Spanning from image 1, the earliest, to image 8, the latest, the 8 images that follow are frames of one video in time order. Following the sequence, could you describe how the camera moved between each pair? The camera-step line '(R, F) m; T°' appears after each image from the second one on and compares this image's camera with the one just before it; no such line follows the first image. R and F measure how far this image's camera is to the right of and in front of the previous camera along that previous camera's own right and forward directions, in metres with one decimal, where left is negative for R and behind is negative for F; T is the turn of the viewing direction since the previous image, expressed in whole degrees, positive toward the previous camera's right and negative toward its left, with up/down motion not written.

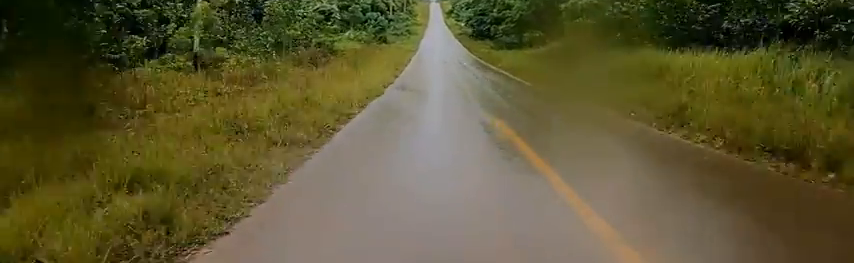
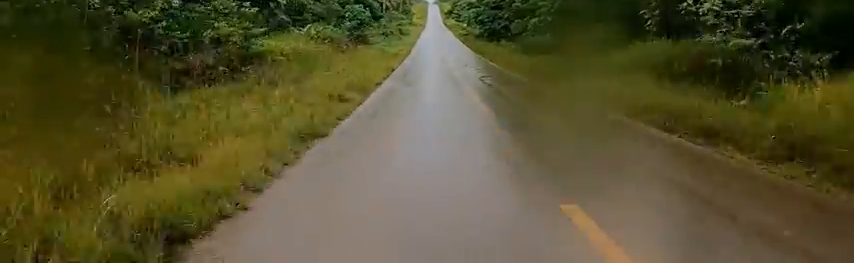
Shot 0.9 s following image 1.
(0.0, +13.2) m; 0°
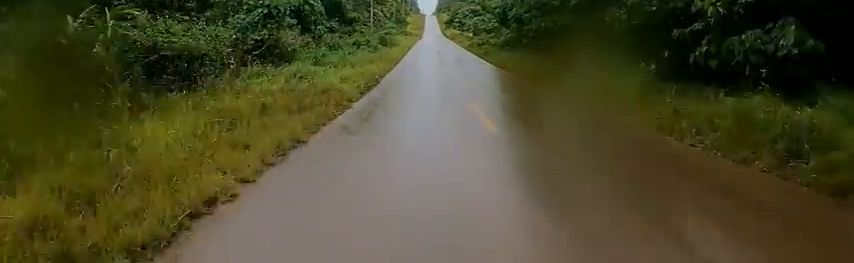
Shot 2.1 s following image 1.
(0.0, +18.1) m; 0°
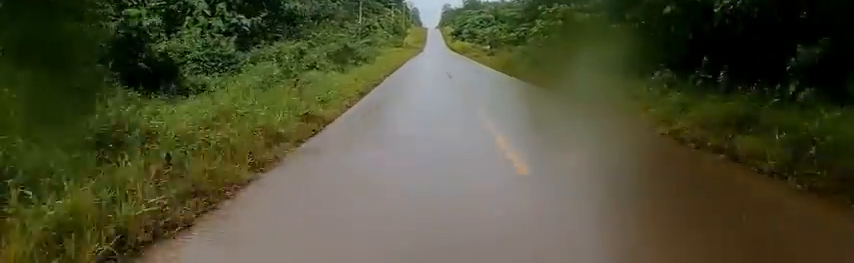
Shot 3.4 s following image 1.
(0.0, +18.3) m; +4°
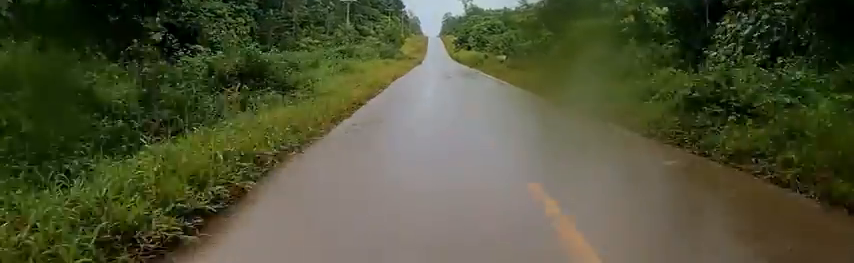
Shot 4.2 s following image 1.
(+0.6, +11.2) m; +2°
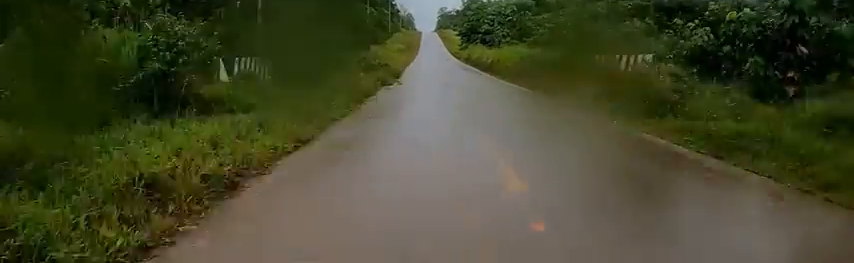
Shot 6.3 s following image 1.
(-0.7, +29.0) m; -3°
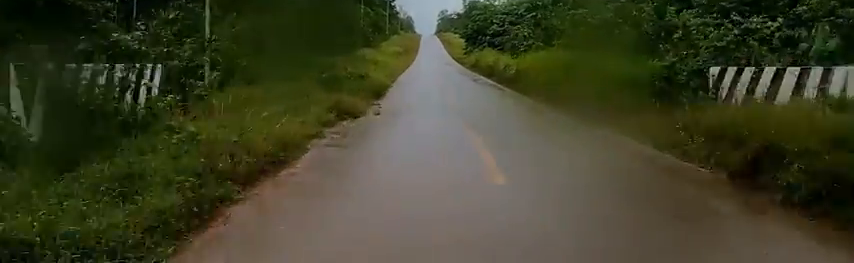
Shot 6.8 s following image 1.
(0.0, +7.4) m; 0°
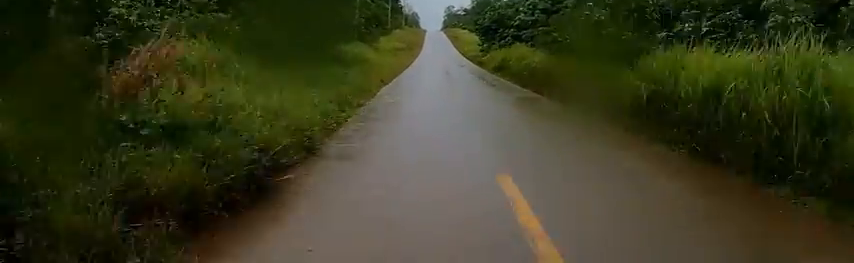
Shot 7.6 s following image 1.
(0.0, +11.0) m; 0°
